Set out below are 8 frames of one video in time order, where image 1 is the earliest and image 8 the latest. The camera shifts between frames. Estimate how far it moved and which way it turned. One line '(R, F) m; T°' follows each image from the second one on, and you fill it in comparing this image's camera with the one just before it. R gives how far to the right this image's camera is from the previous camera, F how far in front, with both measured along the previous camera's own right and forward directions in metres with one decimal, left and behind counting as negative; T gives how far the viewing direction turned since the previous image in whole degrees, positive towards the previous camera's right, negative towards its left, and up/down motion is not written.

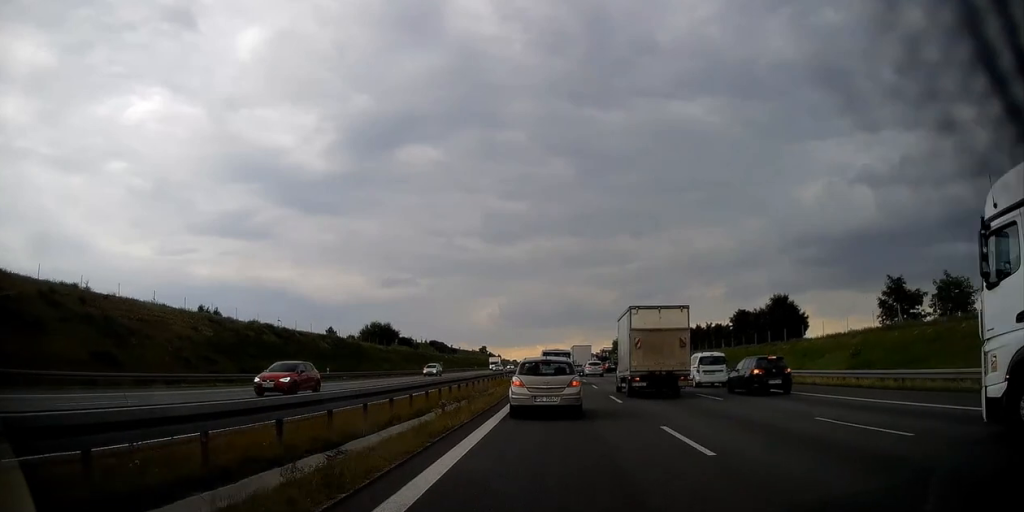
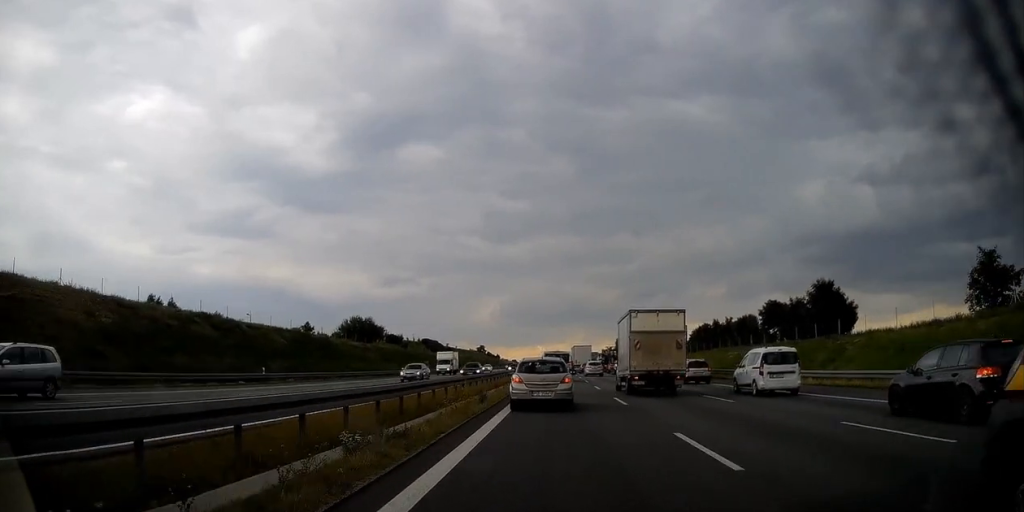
(0.0, +10.9) m; 0°
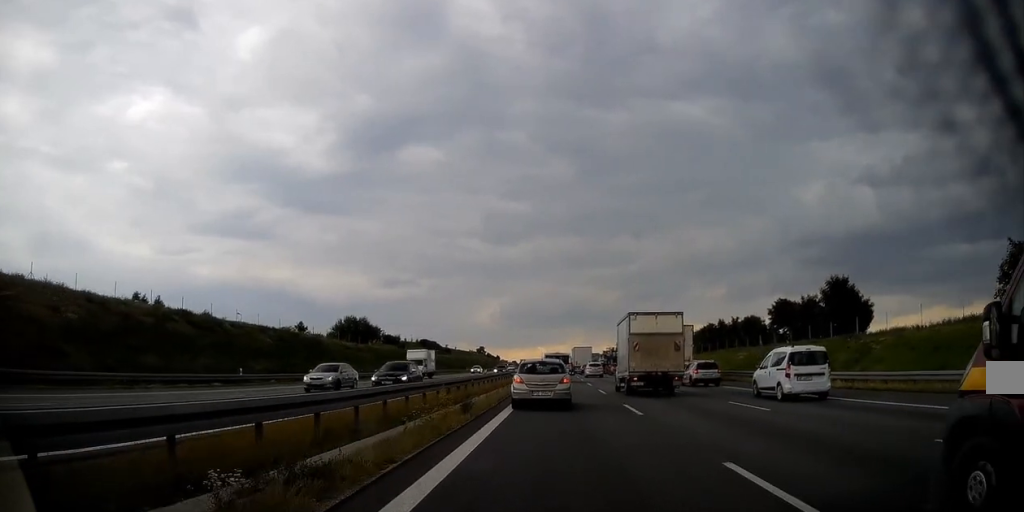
(0.0, +3.3) m; 0°
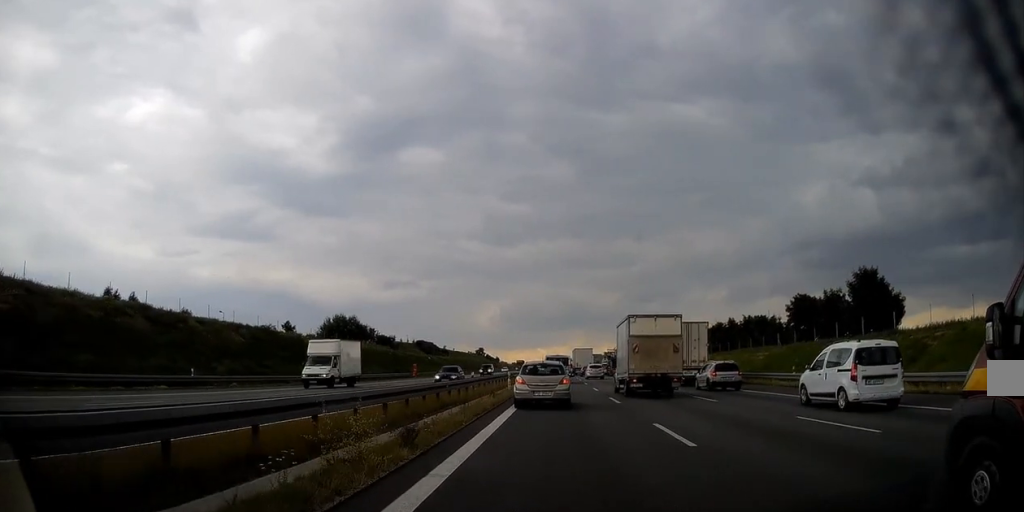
(0.0, +5.8) m; 0°
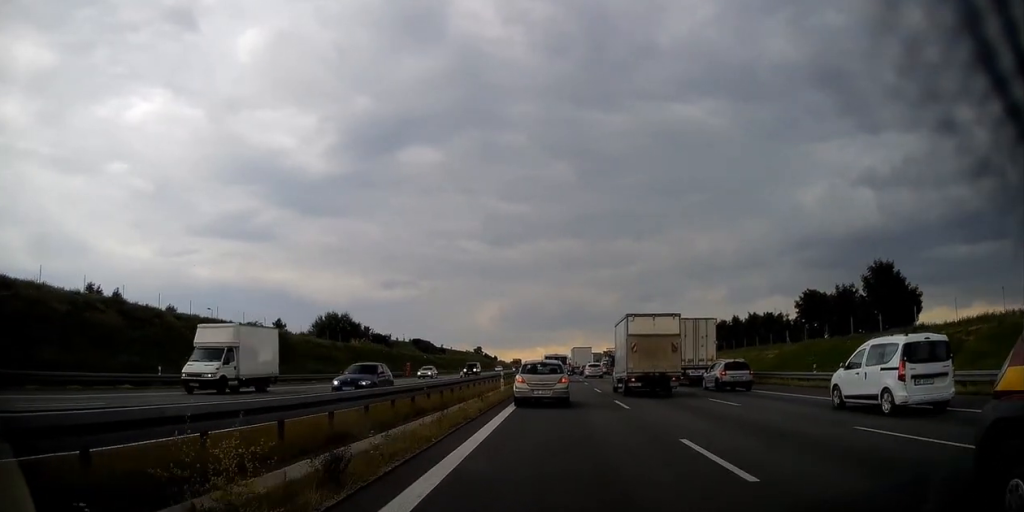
(0.0, +3.1) m; 0°
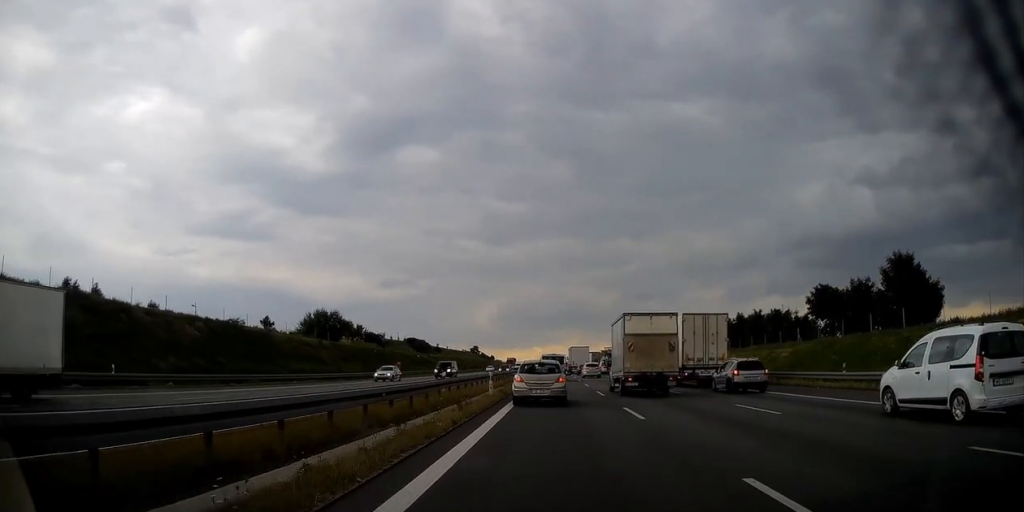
(0.0, +3.6) m; 0°
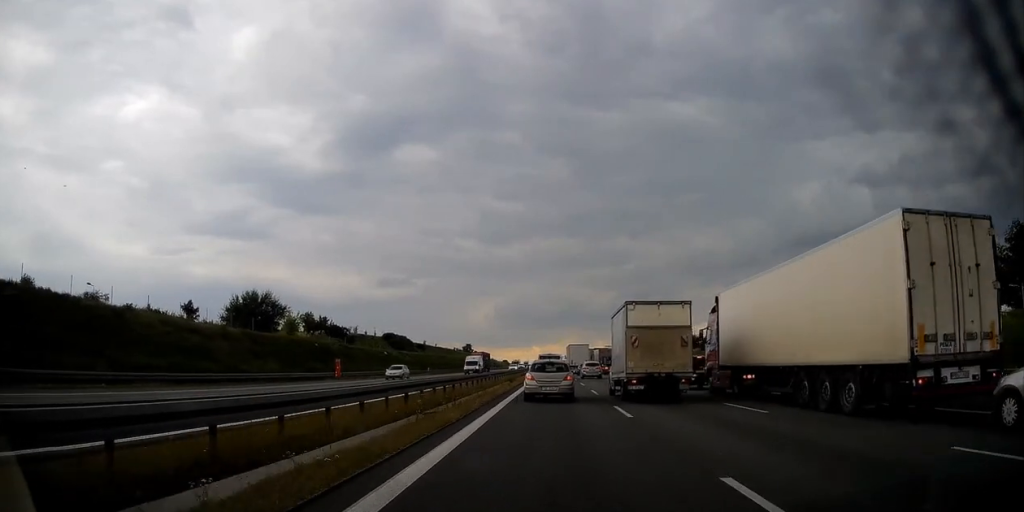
(-0.4, +22.4) m; 0°
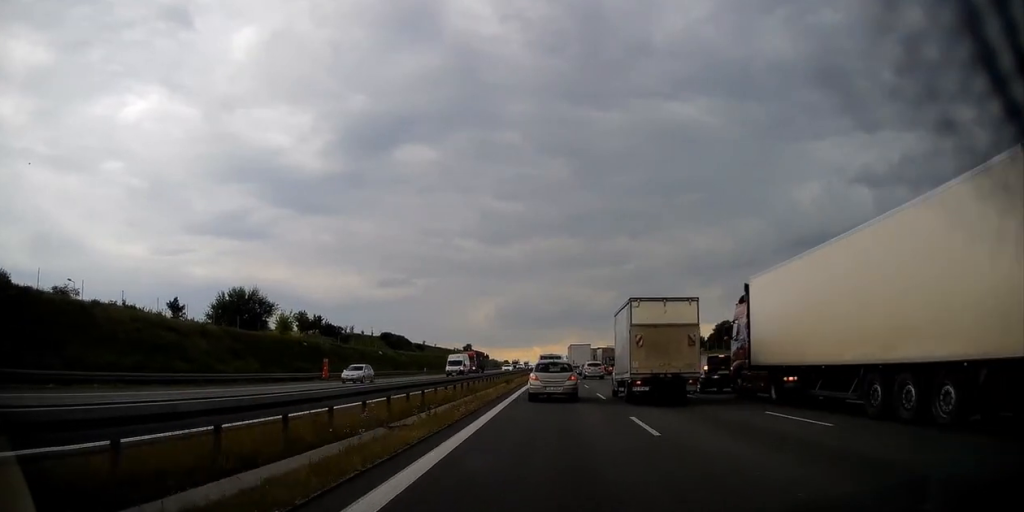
(-0.1, +3.6) m; +1°
